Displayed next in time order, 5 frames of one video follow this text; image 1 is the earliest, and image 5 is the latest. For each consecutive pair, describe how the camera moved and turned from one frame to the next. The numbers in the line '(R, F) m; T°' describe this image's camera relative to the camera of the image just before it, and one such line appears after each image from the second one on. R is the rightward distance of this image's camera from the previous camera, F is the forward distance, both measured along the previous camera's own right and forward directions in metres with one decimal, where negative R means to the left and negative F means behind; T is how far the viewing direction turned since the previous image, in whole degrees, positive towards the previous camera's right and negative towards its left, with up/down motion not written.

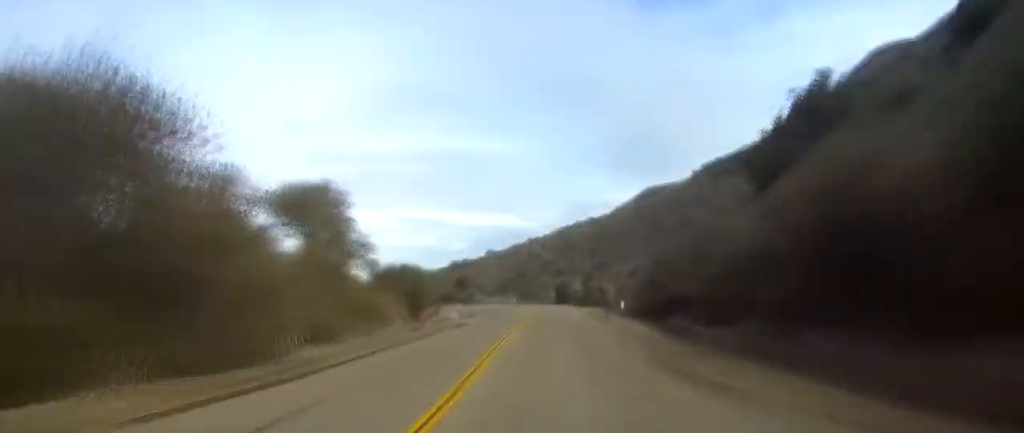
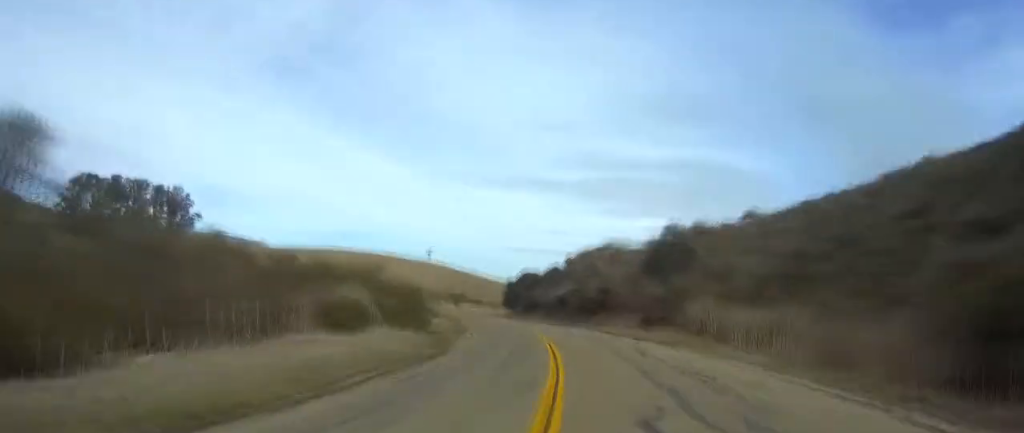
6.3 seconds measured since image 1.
(-8.4, +127.5) m; -14°
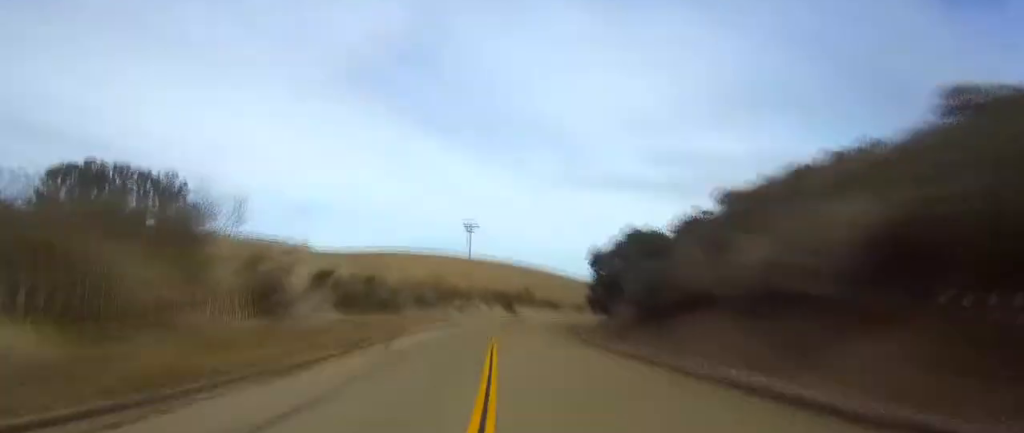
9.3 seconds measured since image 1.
(-6.9, +62.5) m; -2°
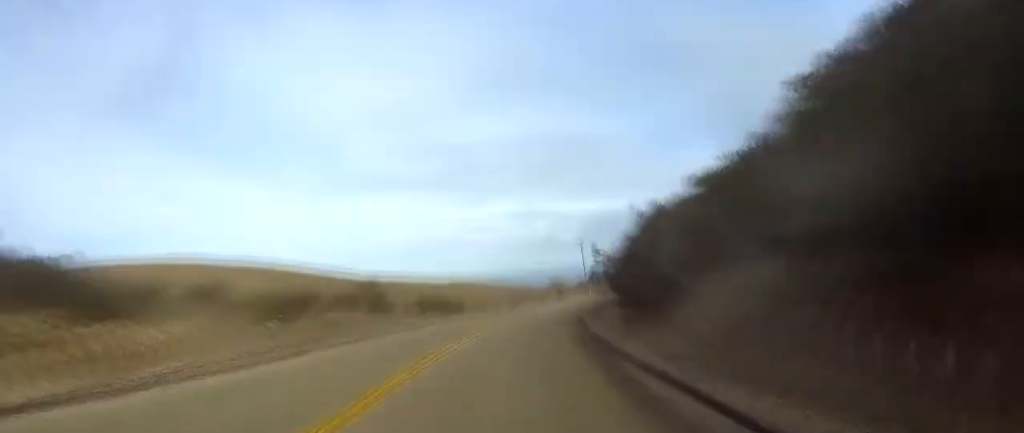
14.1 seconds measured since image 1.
(+3.9, +98.8) m; +12°
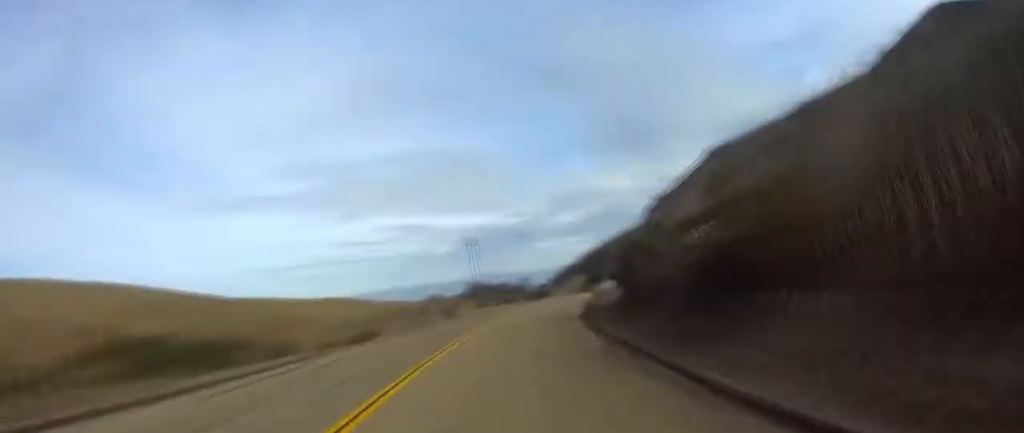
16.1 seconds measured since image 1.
(+3.5, +41.2) m; +5°
